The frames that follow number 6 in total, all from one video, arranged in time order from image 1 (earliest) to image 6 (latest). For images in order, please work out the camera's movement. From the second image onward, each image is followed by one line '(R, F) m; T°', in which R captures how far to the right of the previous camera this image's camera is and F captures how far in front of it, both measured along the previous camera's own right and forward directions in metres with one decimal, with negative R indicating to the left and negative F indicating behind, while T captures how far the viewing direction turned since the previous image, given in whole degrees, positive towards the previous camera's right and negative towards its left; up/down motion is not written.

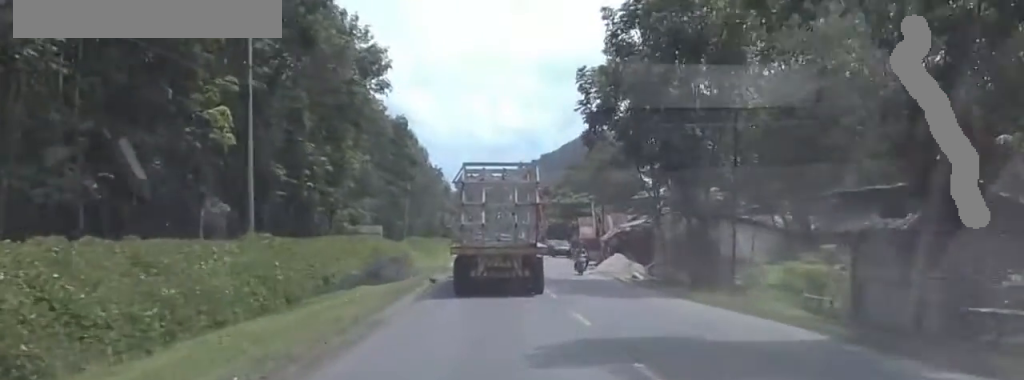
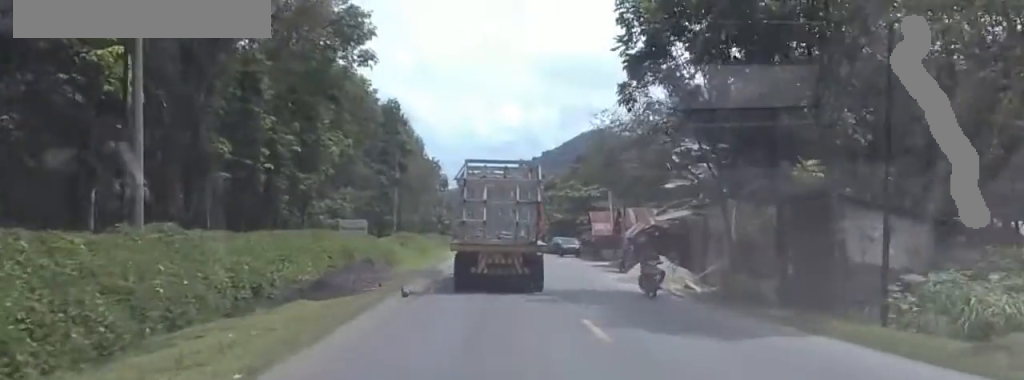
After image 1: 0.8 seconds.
(0.0, +11.6) m; 0°
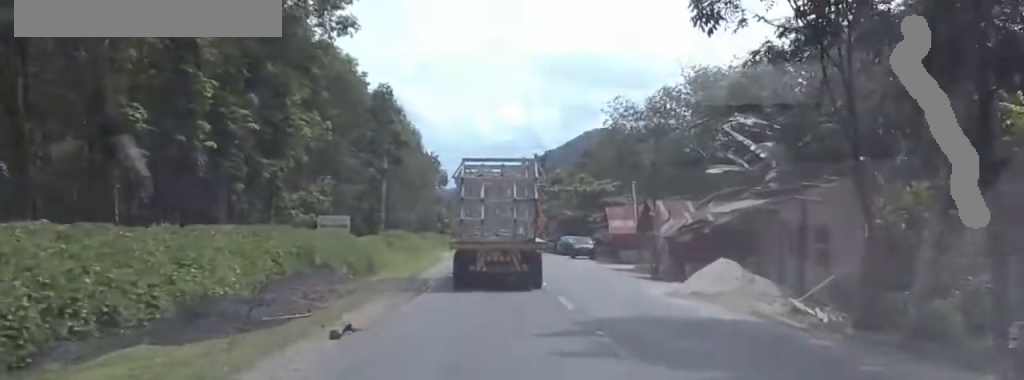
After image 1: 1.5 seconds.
(0.0, +11.0) m; 0°
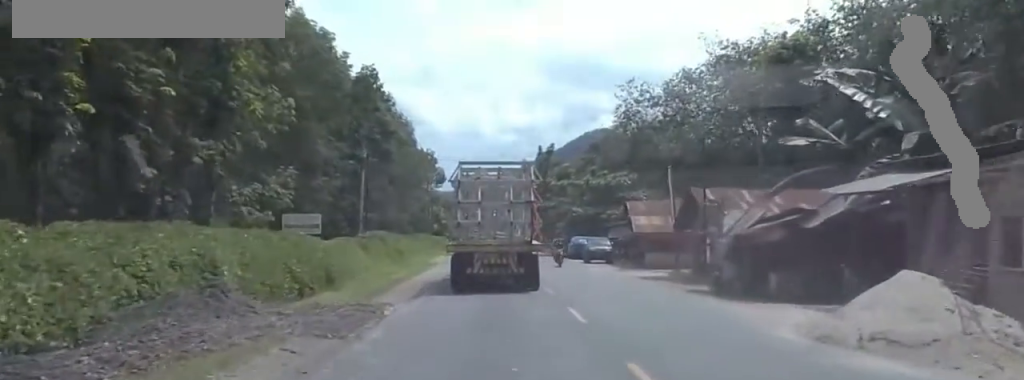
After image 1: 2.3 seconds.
(0.0, +12.2) m; 0°
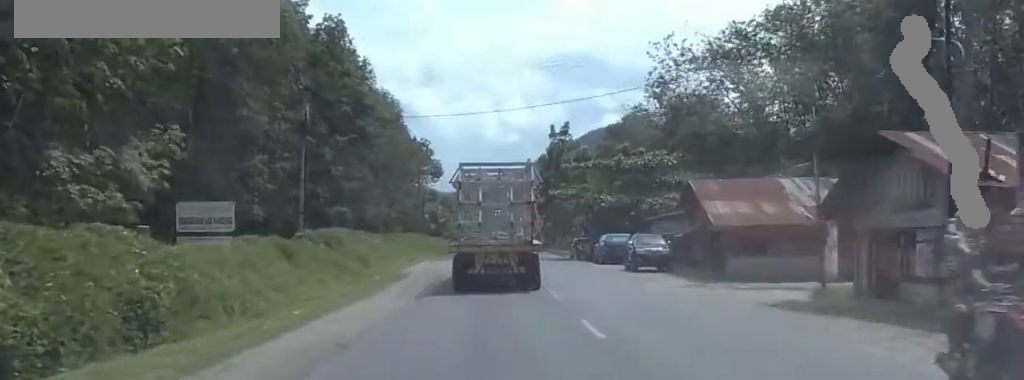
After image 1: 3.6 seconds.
(0.0, +20.5) m; 0°
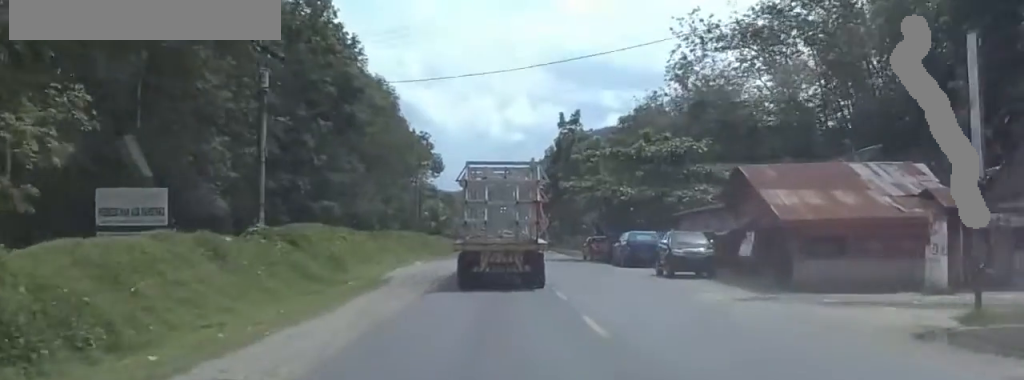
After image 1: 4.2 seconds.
(0.0, +8.4) m; 0°
